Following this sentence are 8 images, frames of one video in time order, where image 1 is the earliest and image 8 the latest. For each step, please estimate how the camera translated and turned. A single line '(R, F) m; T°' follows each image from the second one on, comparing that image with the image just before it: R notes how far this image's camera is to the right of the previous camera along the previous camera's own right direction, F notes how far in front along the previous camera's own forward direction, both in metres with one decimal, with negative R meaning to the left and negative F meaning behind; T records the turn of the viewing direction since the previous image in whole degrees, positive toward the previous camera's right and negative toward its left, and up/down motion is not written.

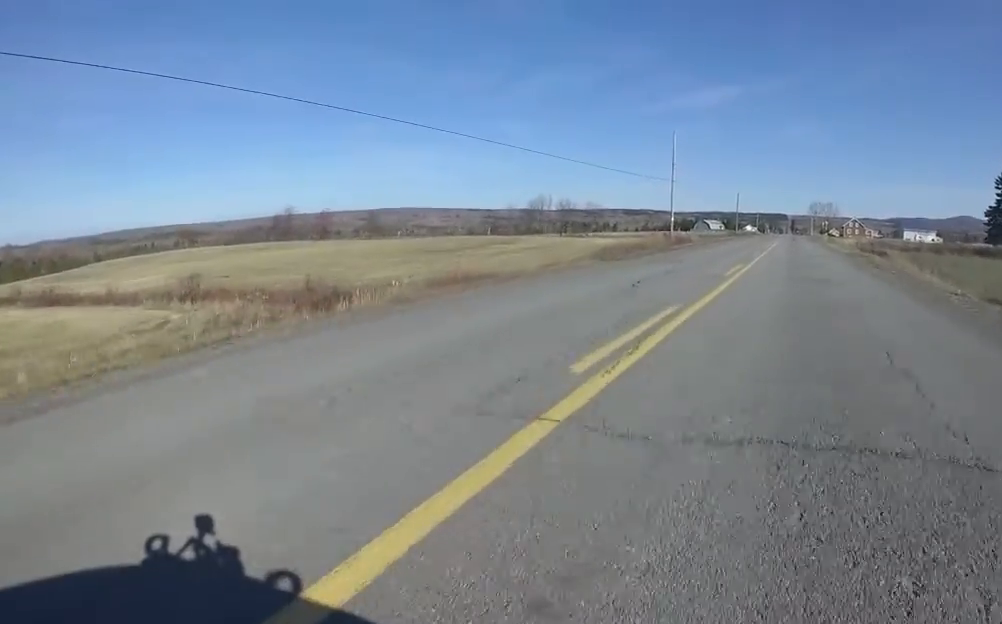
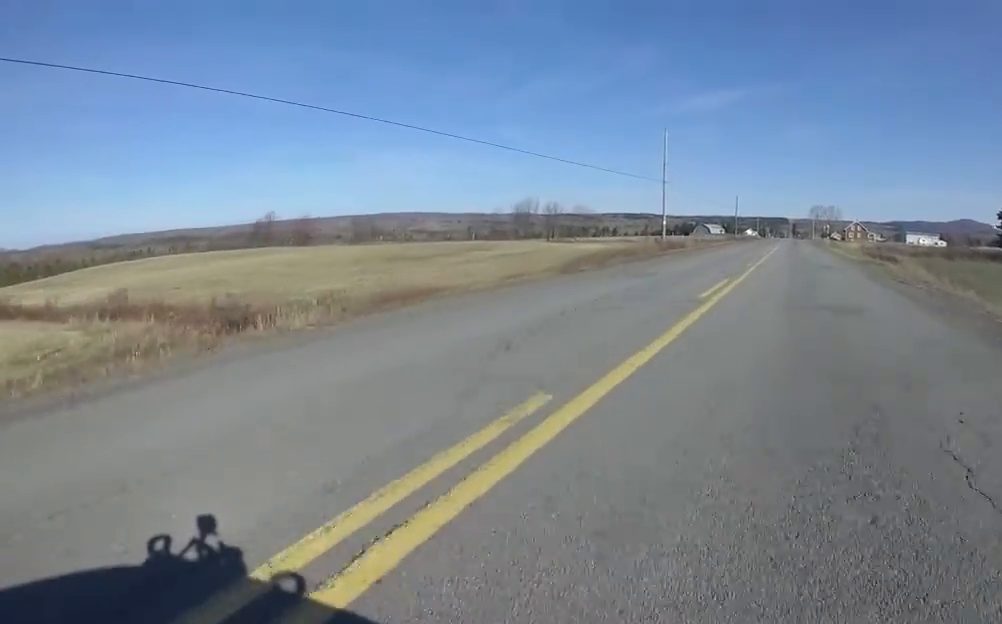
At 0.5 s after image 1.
(-0.1, +4.1) m; -1°
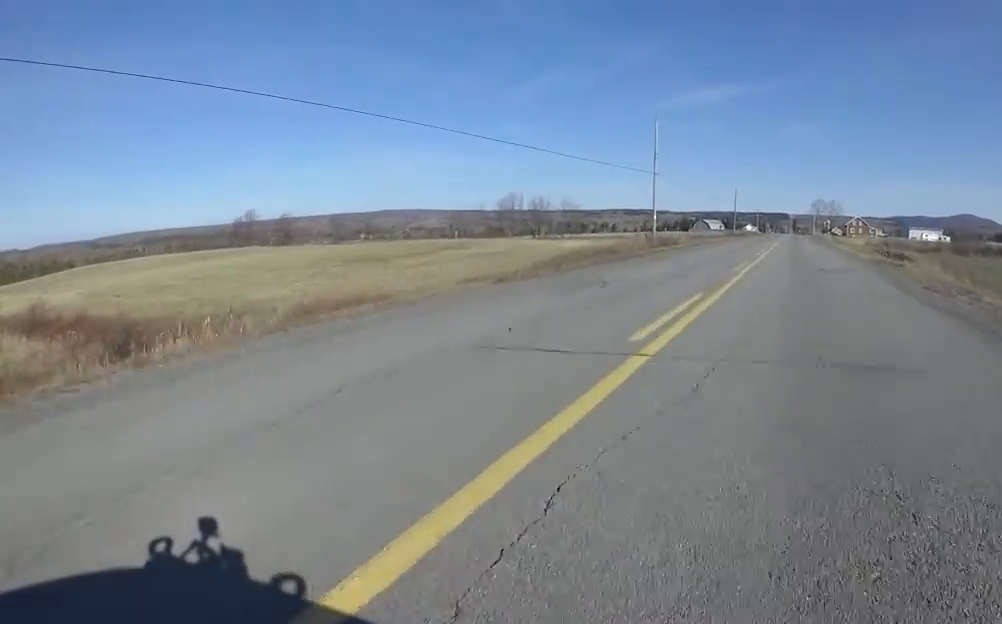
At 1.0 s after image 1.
(-0.3, +3.8) m; 0°
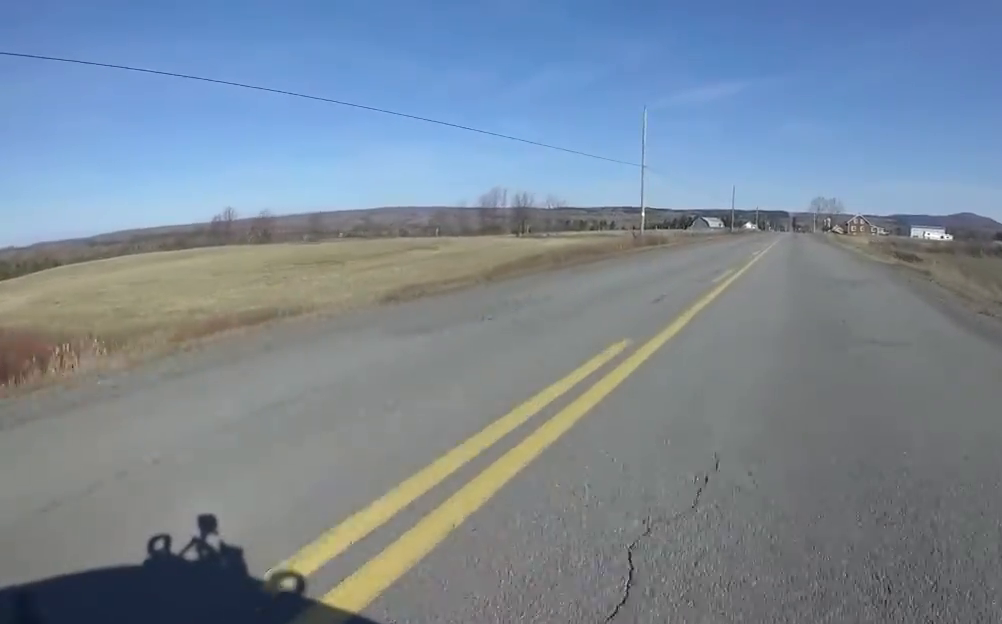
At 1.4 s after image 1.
(-0.1, +3.9) m; +1°
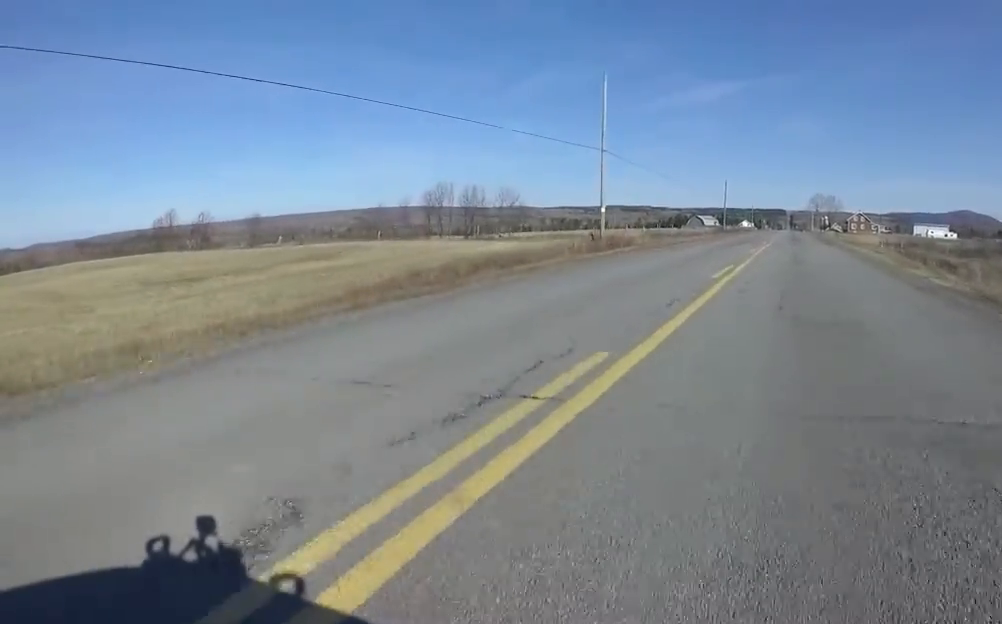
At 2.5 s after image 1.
(+0.7, +9.3) m; +4°
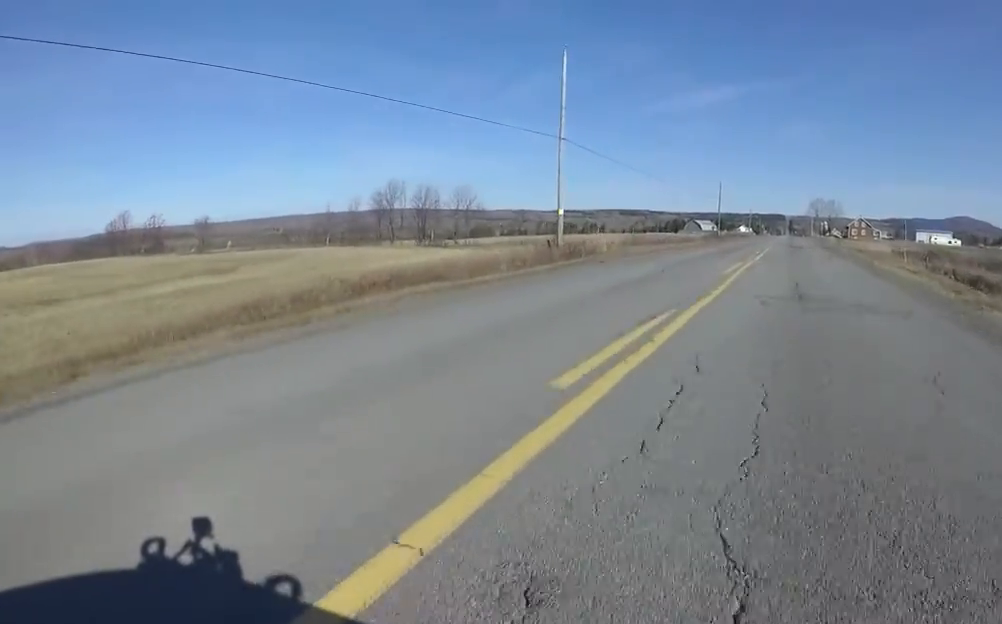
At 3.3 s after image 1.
(0.0, +6.7) m; 0°
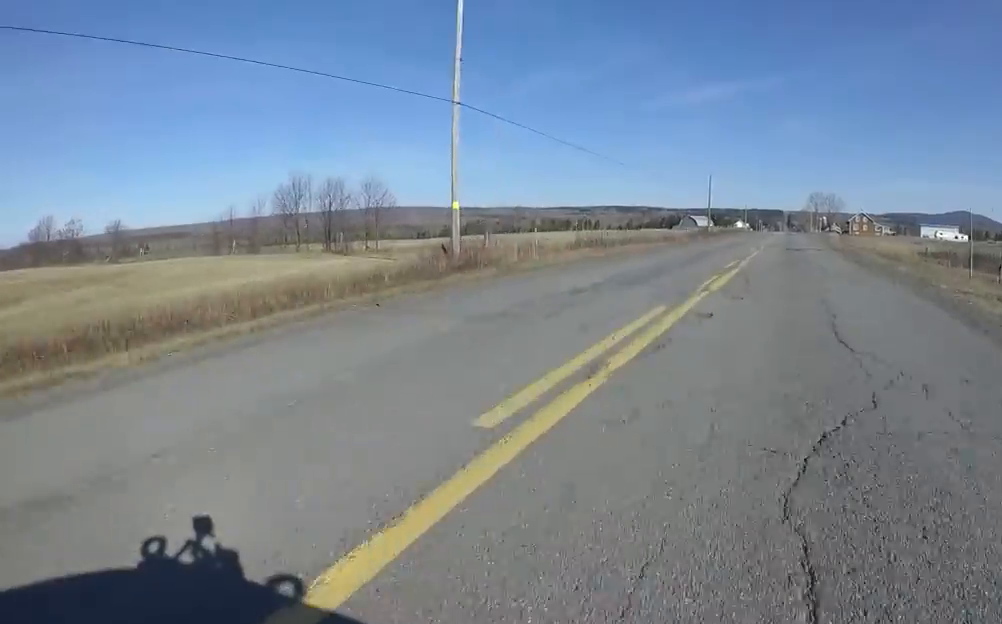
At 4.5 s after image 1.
(+0.1, +9.4) m; +2°
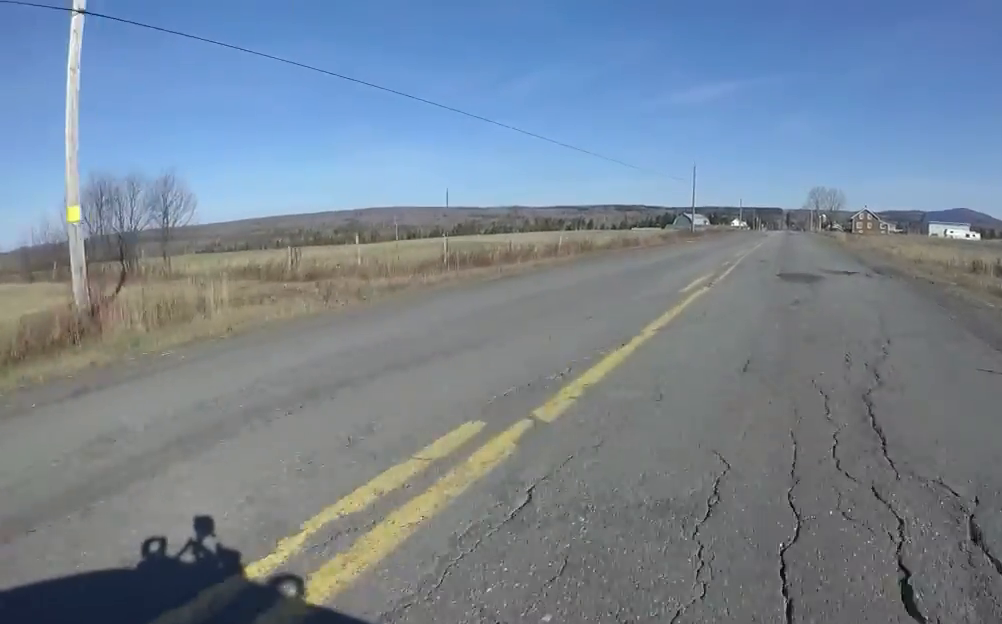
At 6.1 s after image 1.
(+0.2, +12.6) m; 0°
